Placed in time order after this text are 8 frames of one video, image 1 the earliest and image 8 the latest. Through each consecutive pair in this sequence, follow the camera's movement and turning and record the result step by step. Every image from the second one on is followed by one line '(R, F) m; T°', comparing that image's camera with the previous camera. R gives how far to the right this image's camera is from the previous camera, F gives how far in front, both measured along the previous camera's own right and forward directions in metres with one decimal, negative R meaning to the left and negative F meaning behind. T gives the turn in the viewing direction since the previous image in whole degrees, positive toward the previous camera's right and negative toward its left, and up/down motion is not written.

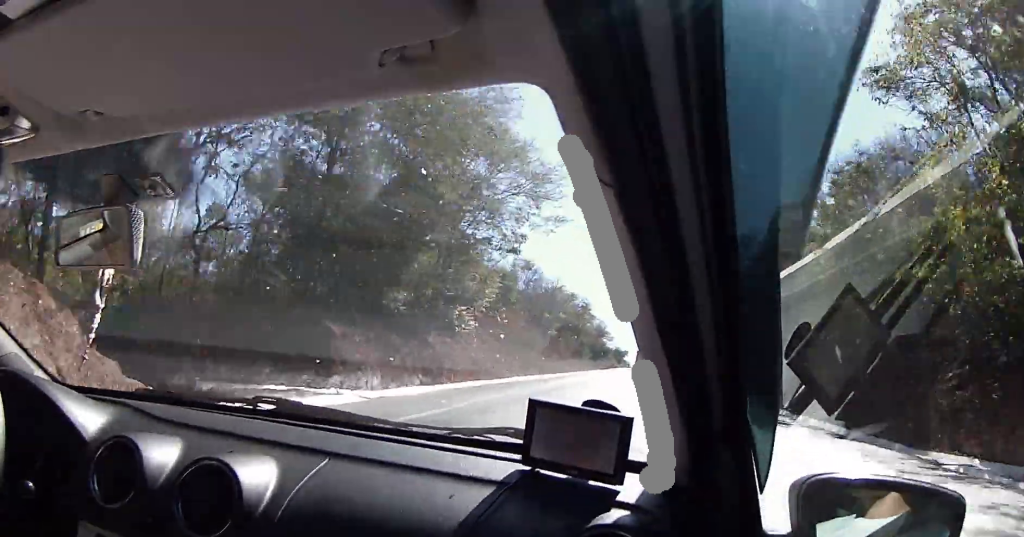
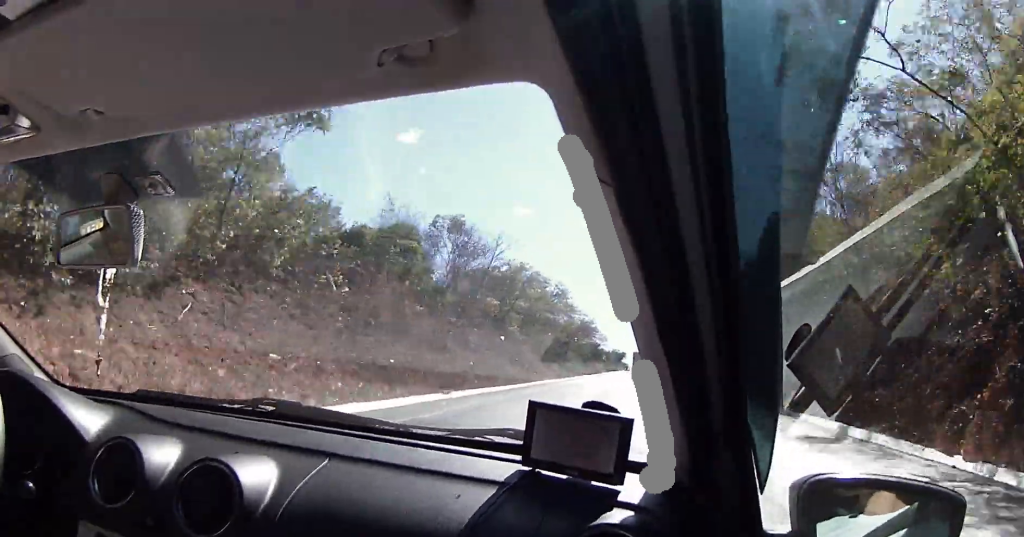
(-0.2, +22.3) m; 0°
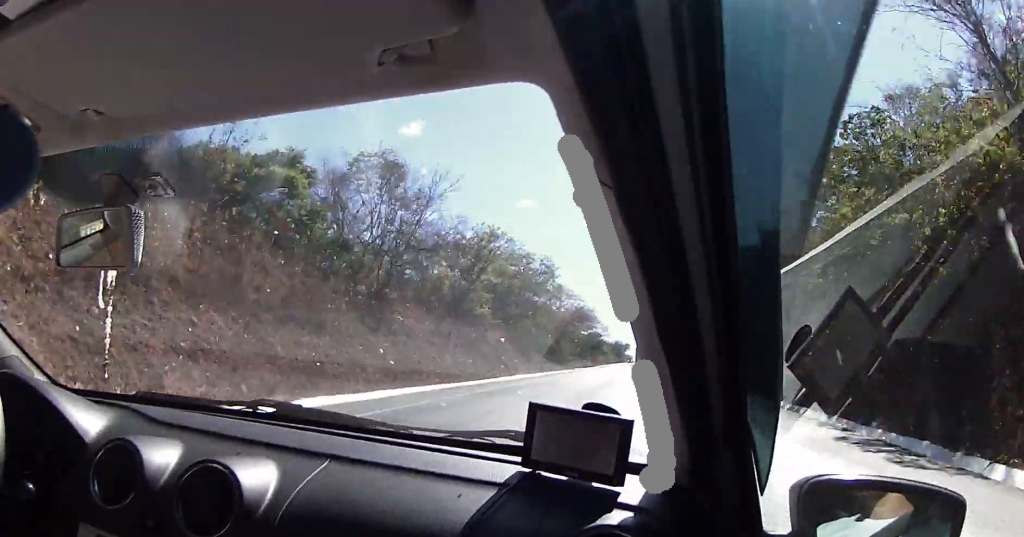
(+0.2, +12.6) m; 0°
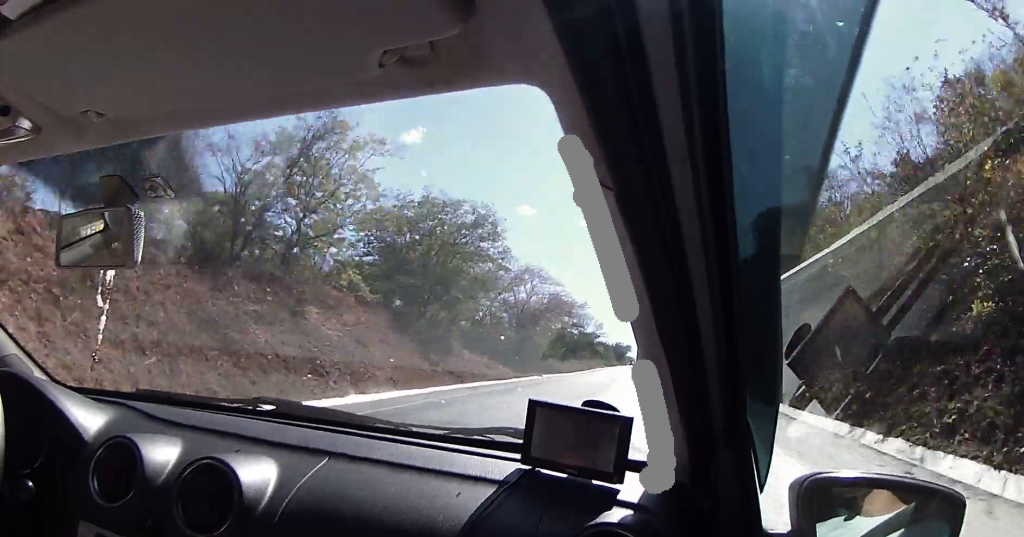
(+0.1, +24.0) m; 0°
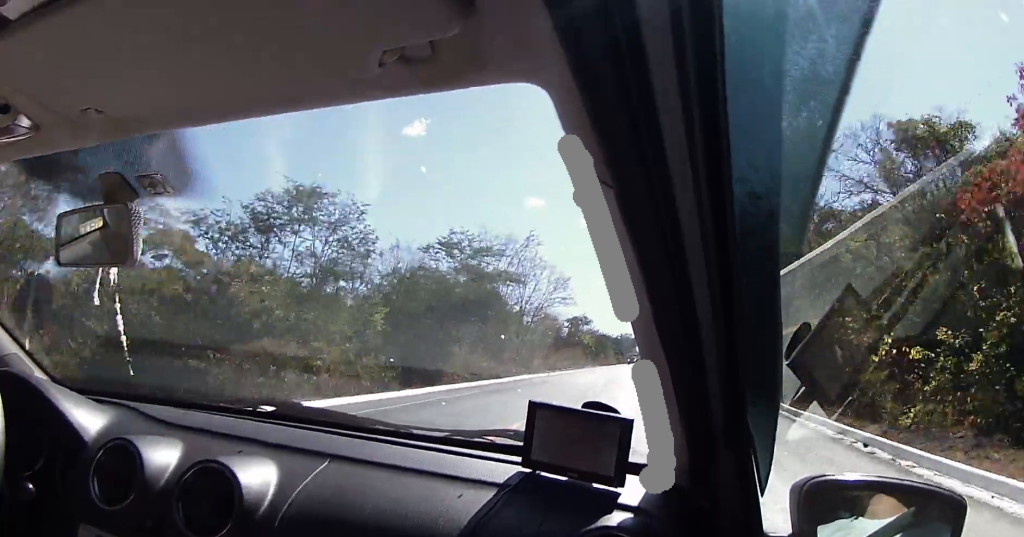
(-0.8, +69.9) m; 0°
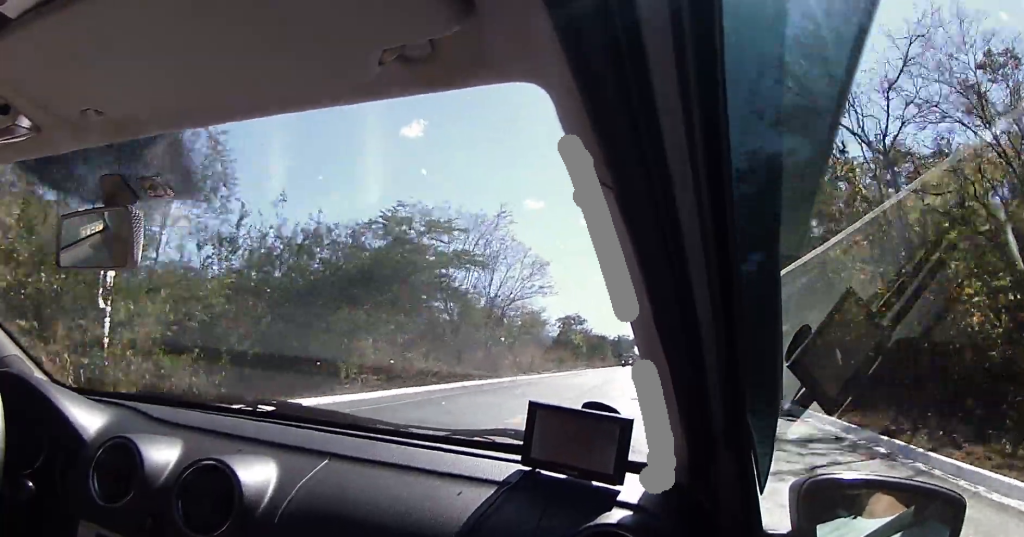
(+0.1, +12.4) m; 0°
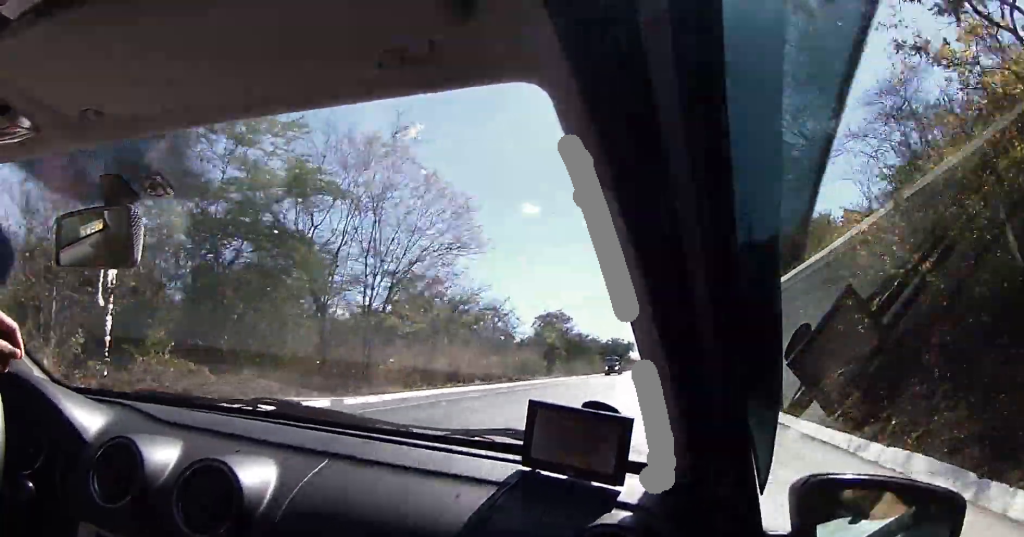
(0.0, +22.0) m; 0°
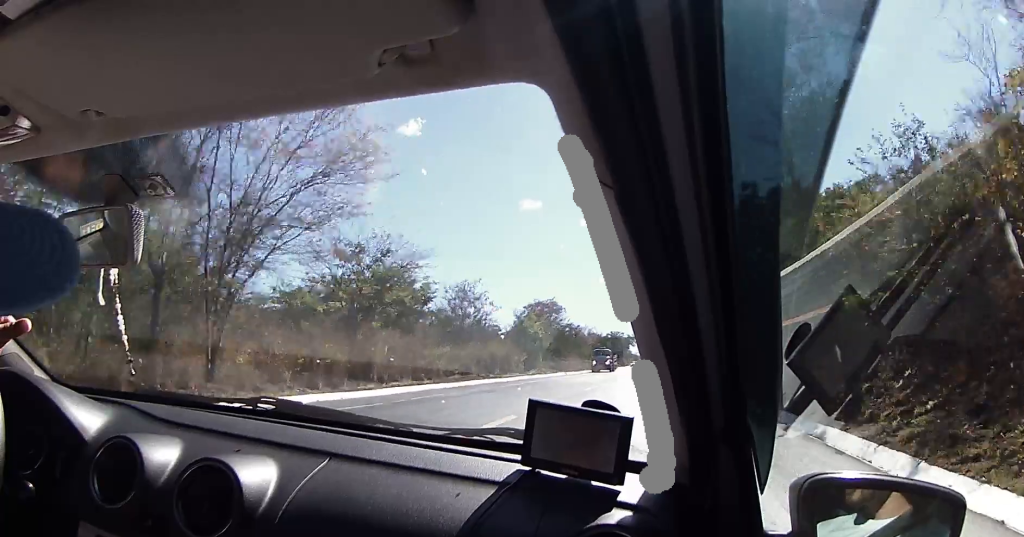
(0.0, +12.2) m; 0°
